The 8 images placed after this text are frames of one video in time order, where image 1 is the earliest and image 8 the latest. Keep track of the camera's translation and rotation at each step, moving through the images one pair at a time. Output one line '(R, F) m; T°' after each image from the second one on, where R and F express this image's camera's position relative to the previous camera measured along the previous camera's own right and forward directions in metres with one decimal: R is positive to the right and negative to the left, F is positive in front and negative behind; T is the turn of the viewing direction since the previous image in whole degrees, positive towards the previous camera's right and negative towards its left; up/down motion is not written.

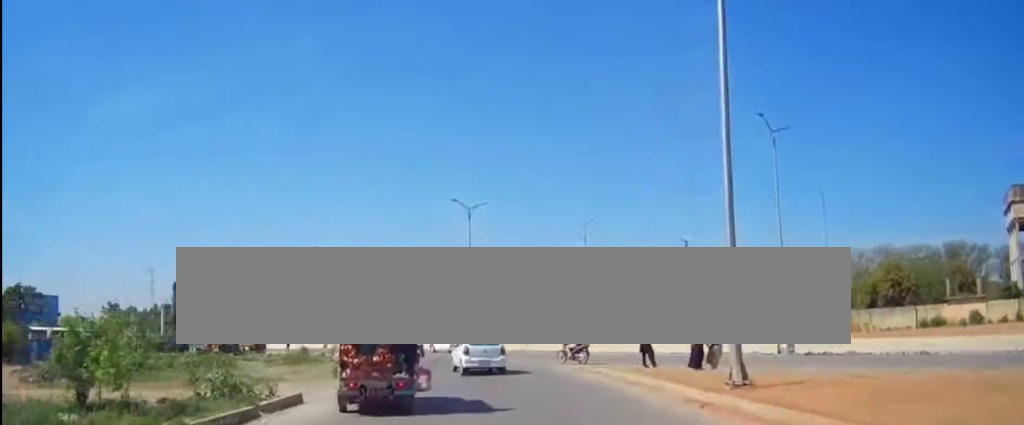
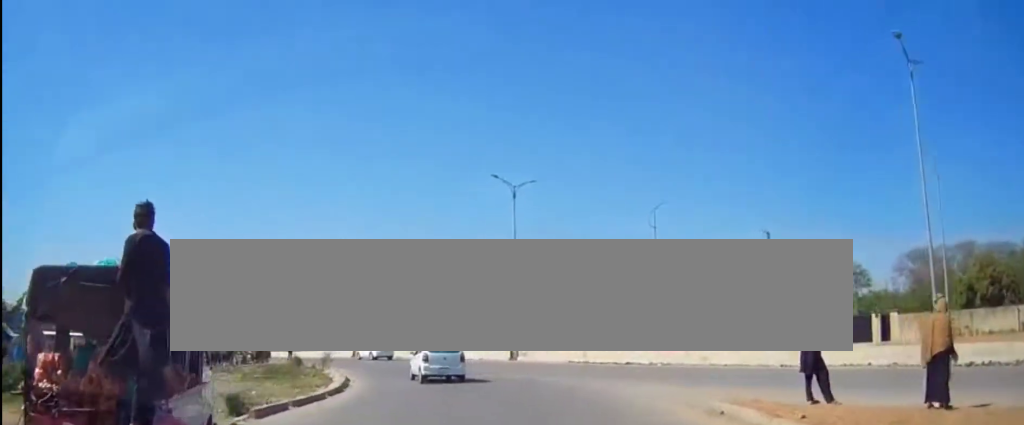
(-0.3, +10.9) m; -8°
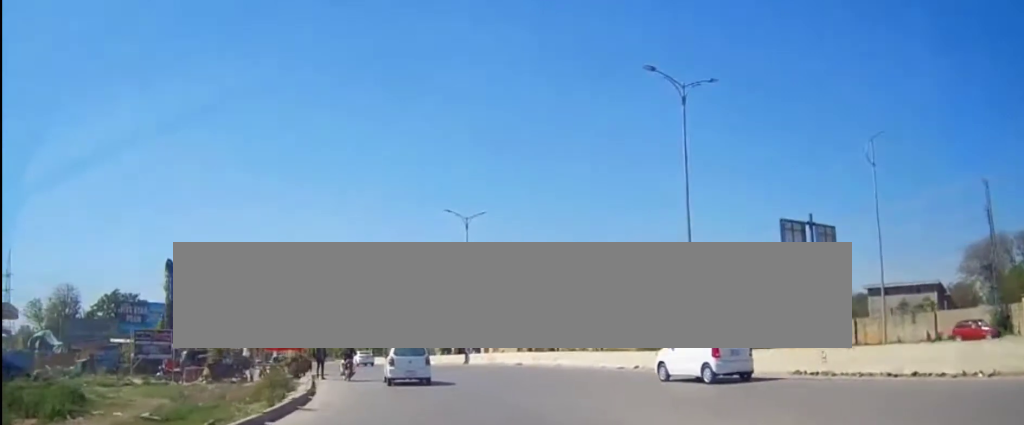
(-2.2, +18.2) m; -11°
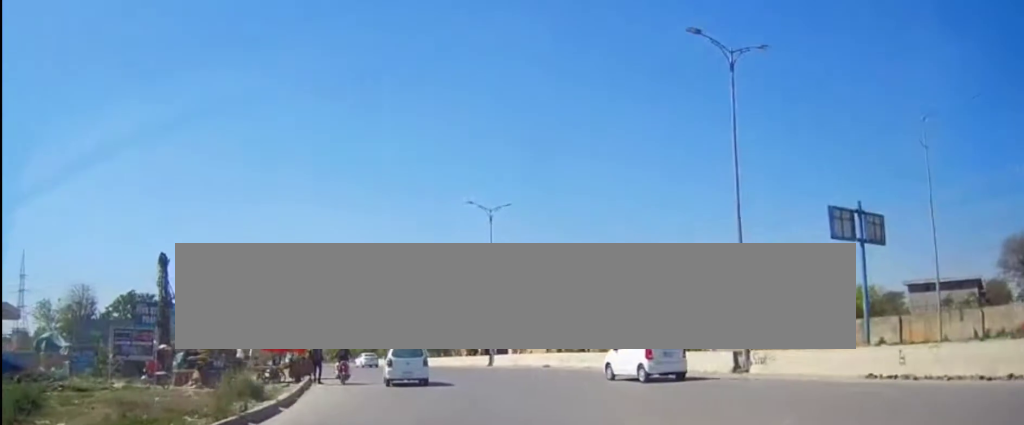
(-0.2, +3.6) m; -2°
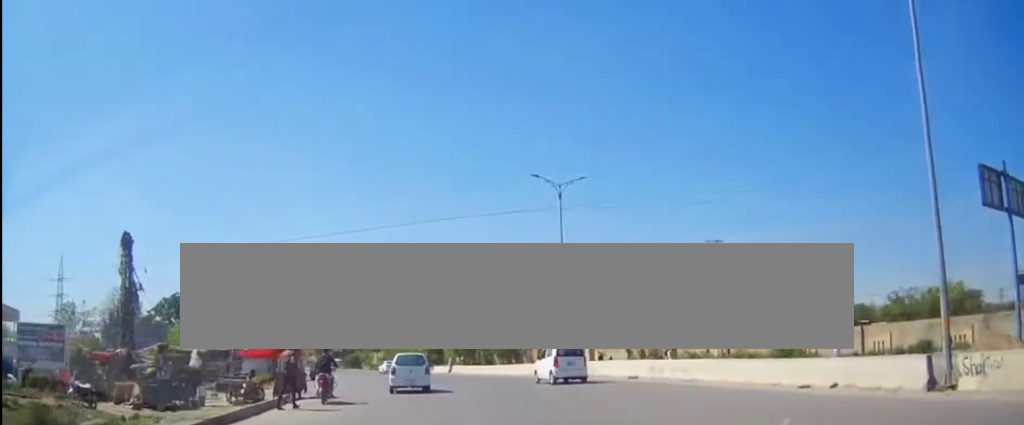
(-0.4, +9.6) m; -6°
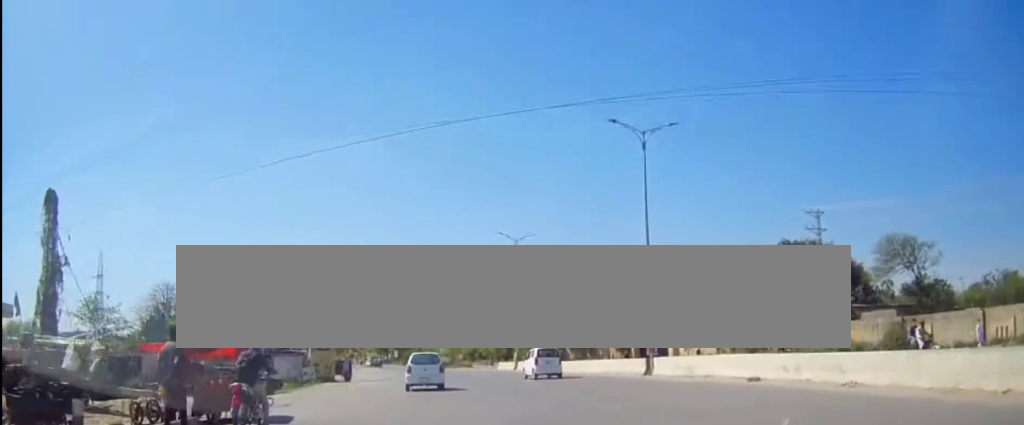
(-0.6, +9.1) m; -8°
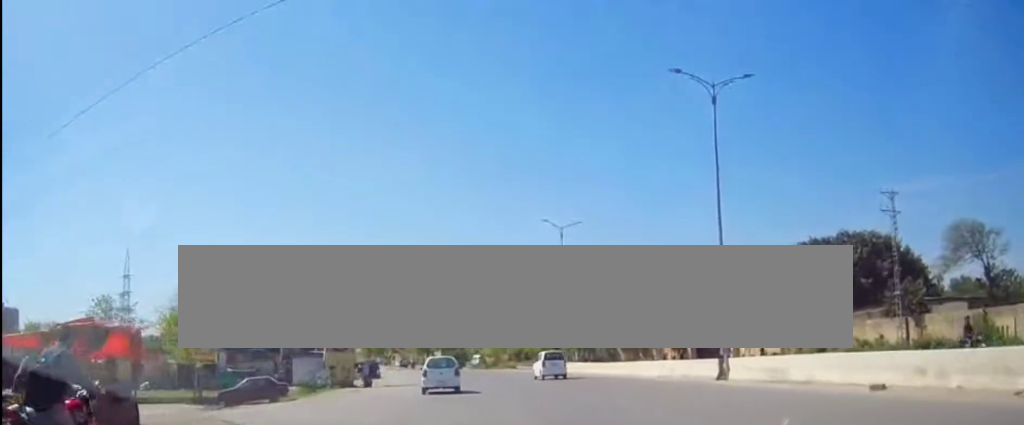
(-0.3, +6.1) m; -5°
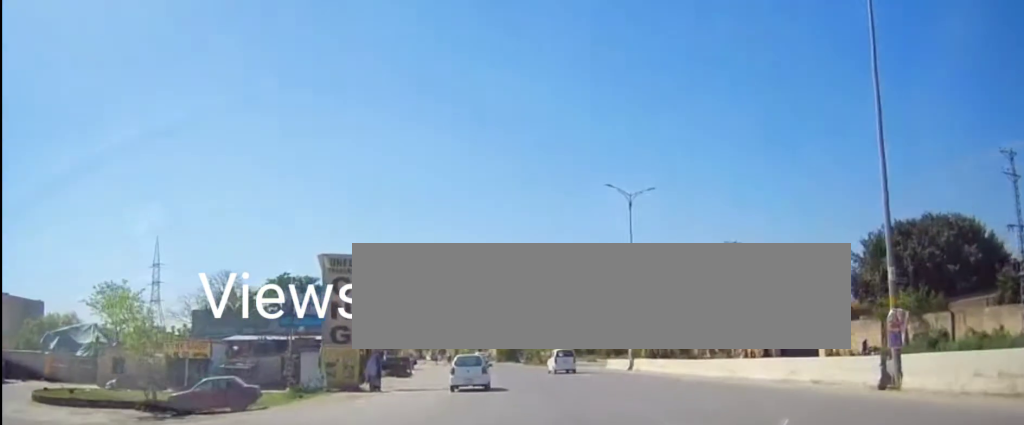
(-0.4, +10.1) m; -4°
